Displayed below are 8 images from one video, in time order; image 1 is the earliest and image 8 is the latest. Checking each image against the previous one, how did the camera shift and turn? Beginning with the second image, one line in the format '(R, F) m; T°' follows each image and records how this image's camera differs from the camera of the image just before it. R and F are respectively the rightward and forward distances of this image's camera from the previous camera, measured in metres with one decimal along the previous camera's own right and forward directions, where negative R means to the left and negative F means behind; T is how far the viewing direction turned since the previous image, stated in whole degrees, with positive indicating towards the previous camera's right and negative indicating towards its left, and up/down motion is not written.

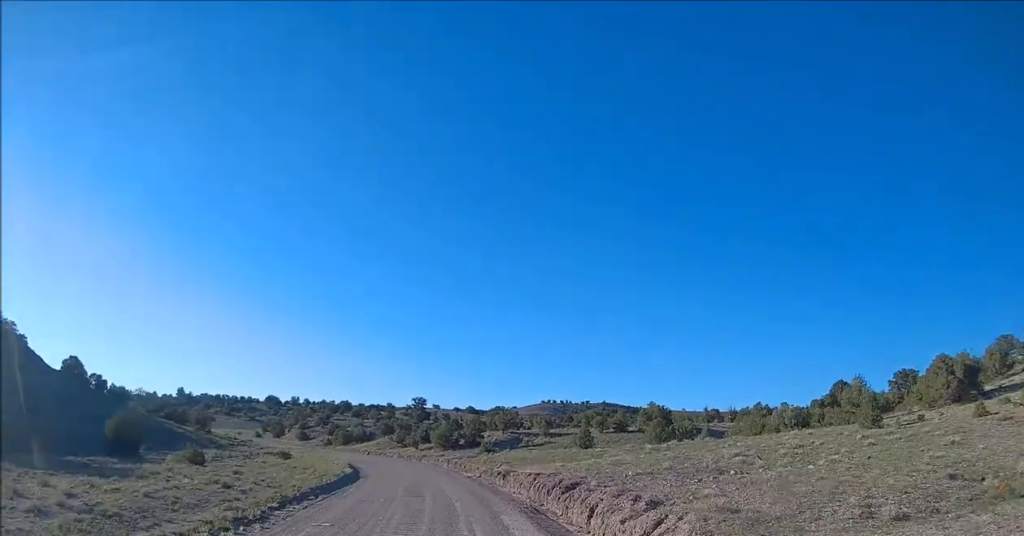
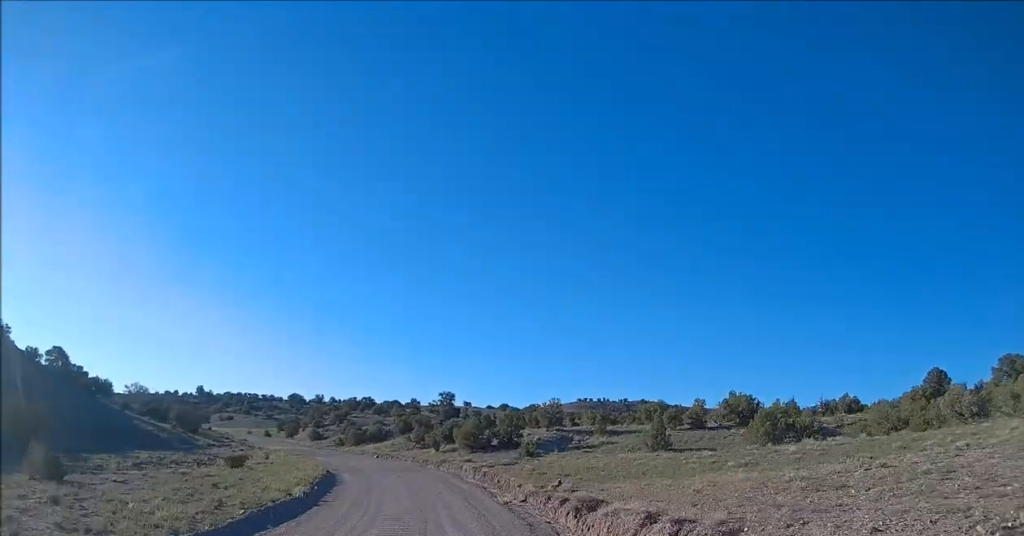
(0.0, +17.2) m; -2°
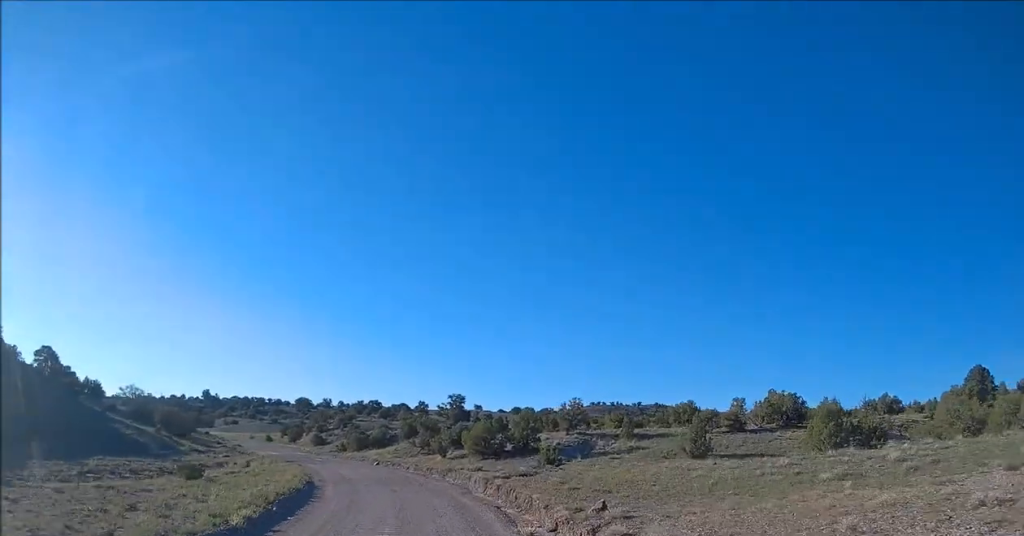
(0.0, +7.0) m; -2°
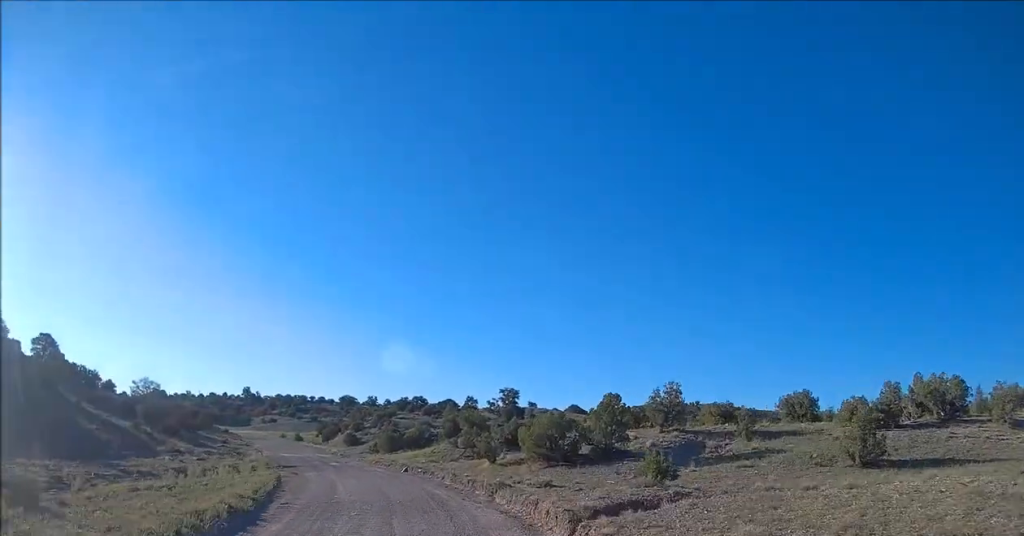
(-1.0, +14.7) m; -8°
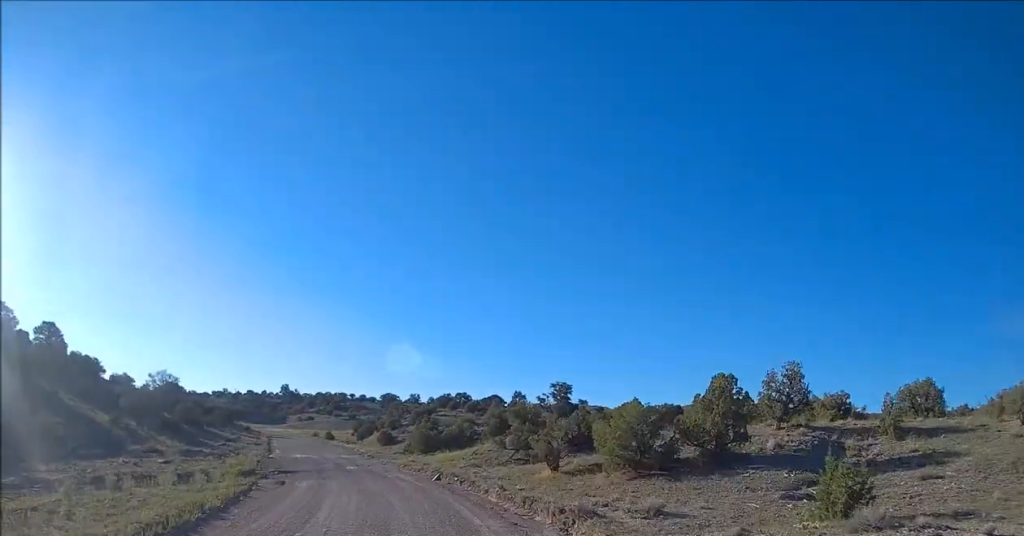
(-0.6, +10.6) m; -6°
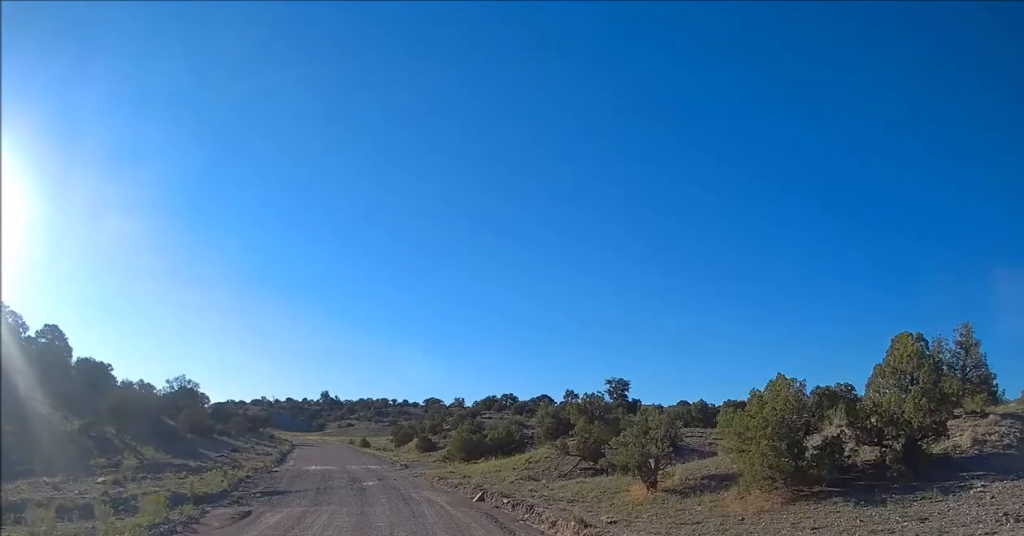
(-0.5, +9.9) m; -2°
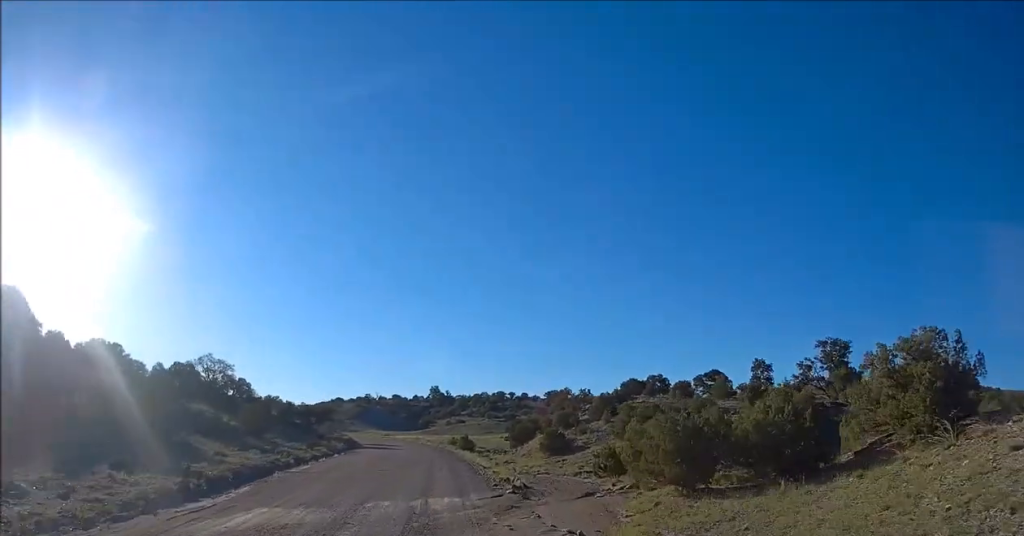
(-0.9, +31.4) m; -6°
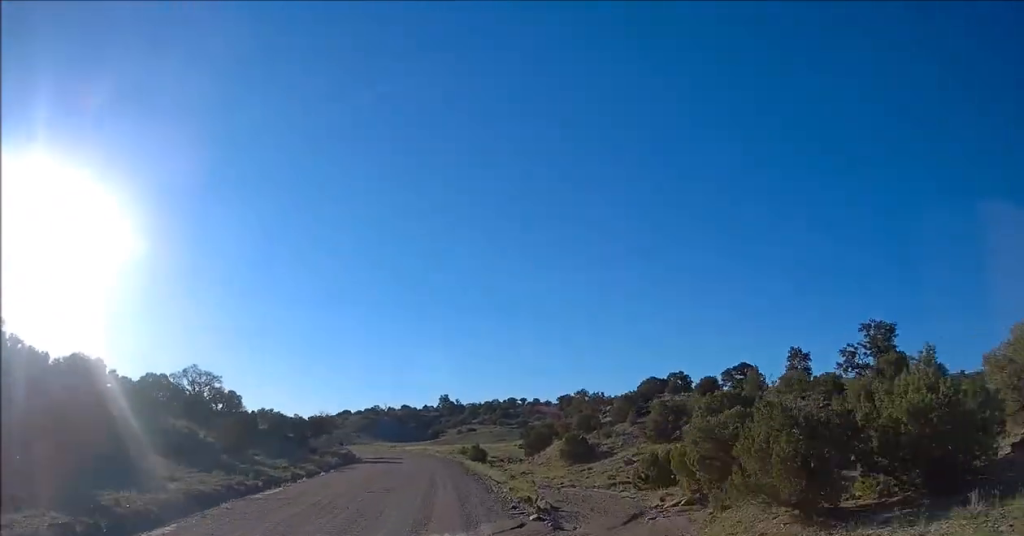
(-0.3, +6.4) m; -2°
